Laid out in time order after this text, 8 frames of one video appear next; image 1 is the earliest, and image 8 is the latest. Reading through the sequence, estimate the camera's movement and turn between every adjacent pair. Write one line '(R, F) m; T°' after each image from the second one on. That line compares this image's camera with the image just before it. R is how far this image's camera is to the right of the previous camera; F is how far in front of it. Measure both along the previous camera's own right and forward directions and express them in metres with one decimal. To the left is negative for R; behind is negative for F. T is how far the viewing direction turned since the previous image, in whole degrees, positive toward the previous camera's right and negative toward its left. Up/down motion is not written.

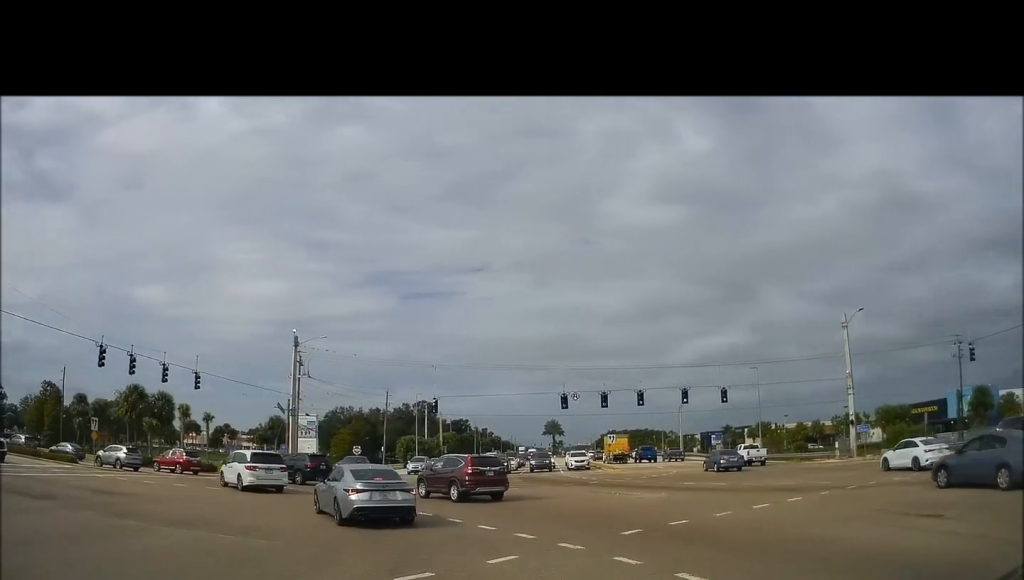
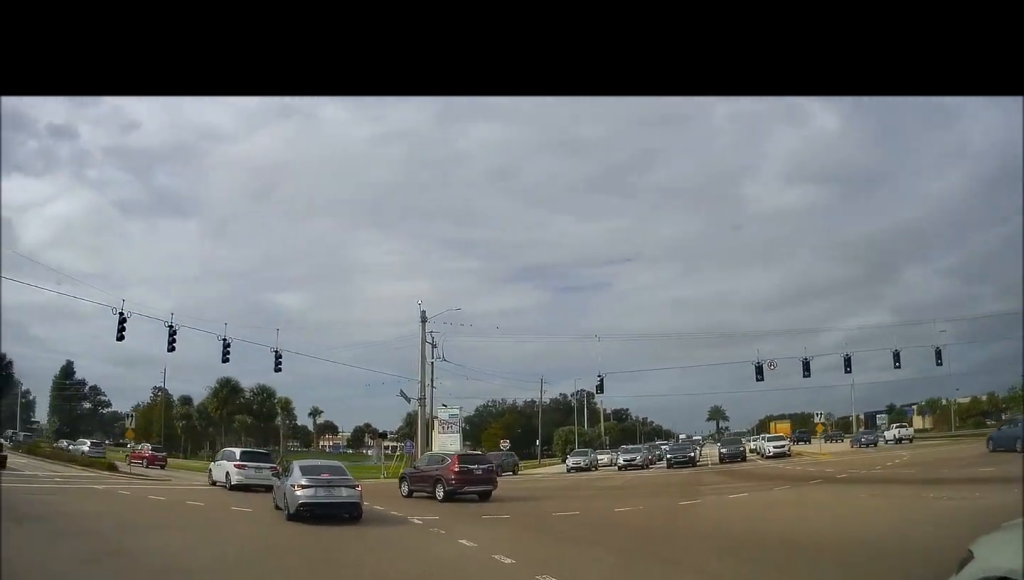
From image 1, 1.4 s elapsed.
(-1.6, +11.1) m; -15°
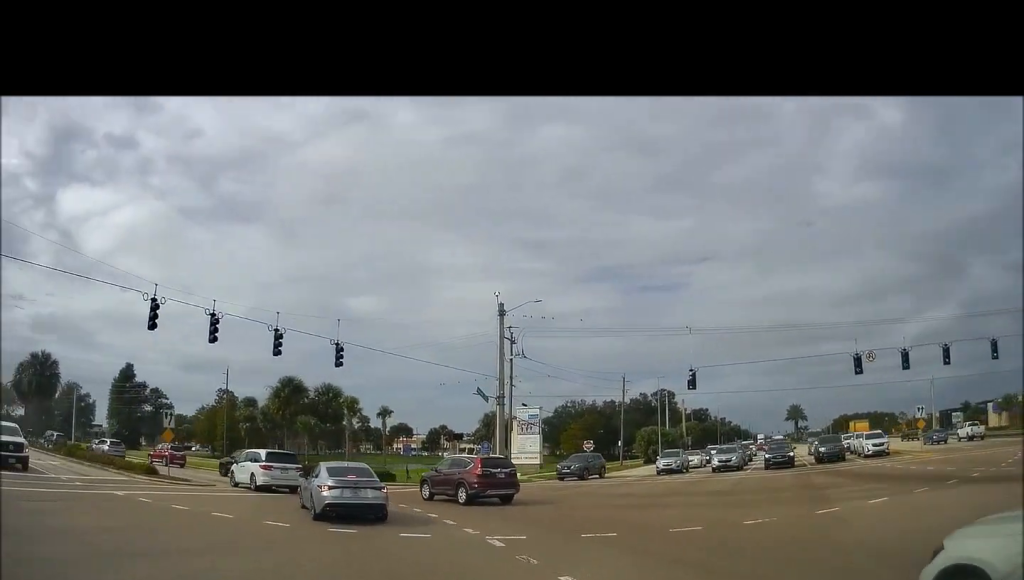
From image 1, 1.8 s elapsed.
(+0.2, +3.5) m; -9°
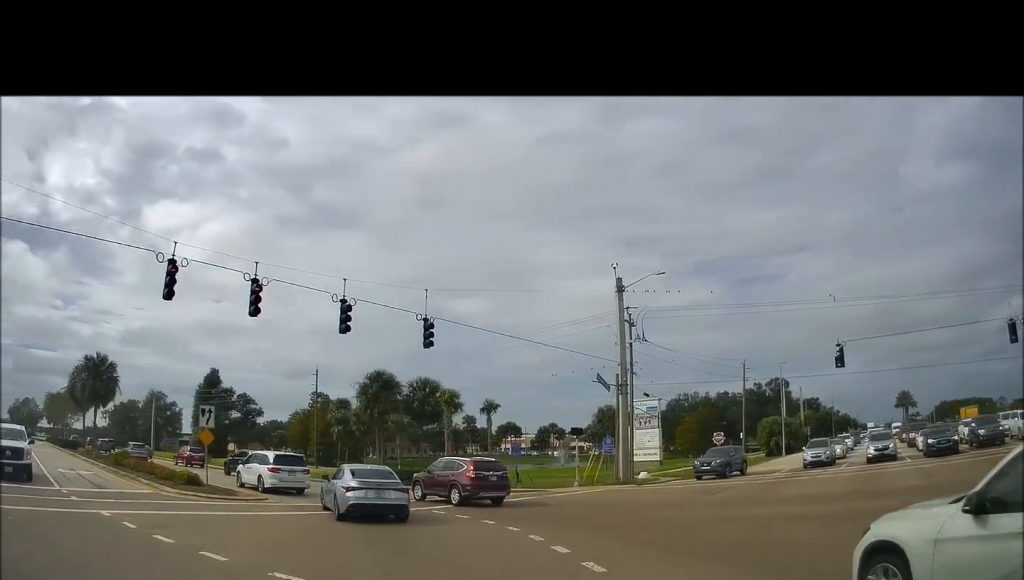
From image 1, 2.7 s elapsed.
(-1.1, +5.9) m; -11°
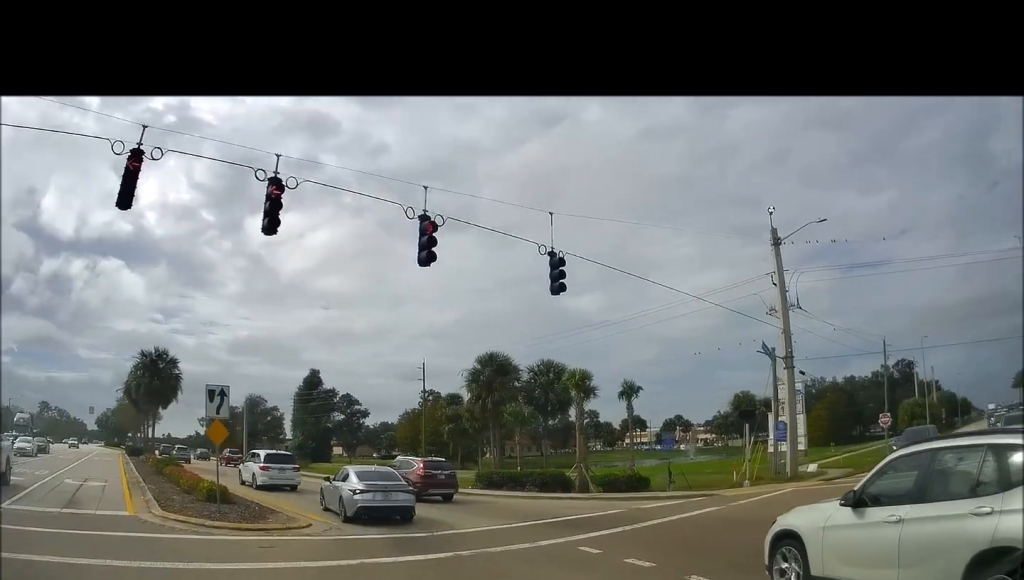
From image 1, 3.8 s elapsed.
(-0.4, +7.6) m; -5°
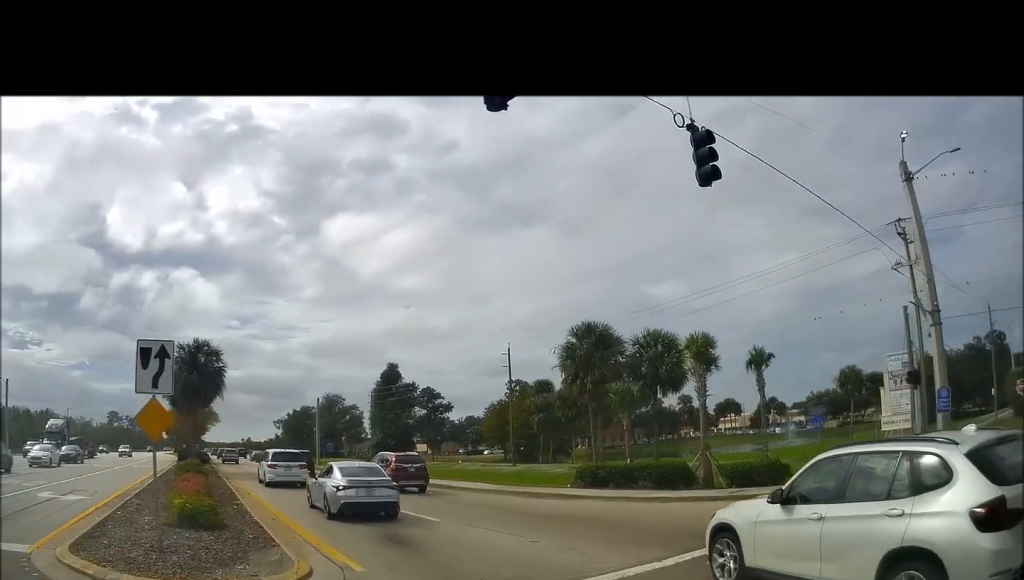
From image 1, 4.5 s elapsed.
(0.0, +5.8) m; -7°
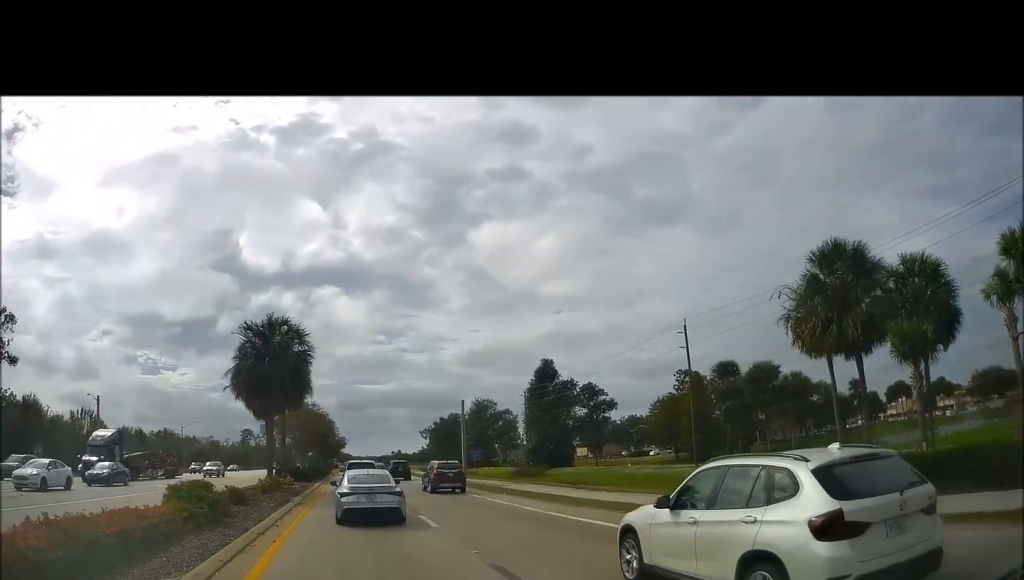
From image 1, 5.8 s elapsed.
(-1.9, +10.7) m; -21°
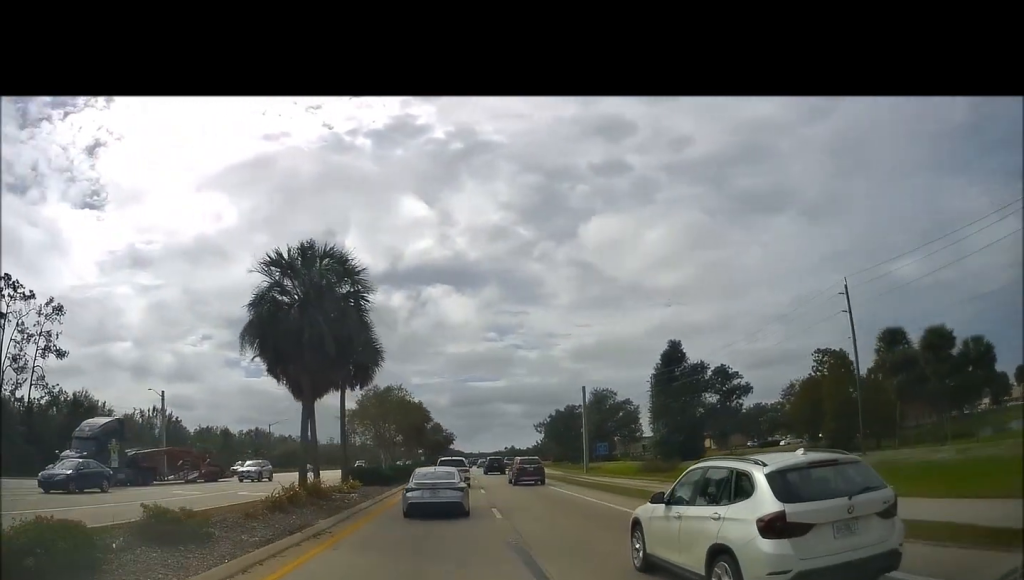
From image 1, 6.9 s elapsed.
(-1.3, +9.7) m; -10°
